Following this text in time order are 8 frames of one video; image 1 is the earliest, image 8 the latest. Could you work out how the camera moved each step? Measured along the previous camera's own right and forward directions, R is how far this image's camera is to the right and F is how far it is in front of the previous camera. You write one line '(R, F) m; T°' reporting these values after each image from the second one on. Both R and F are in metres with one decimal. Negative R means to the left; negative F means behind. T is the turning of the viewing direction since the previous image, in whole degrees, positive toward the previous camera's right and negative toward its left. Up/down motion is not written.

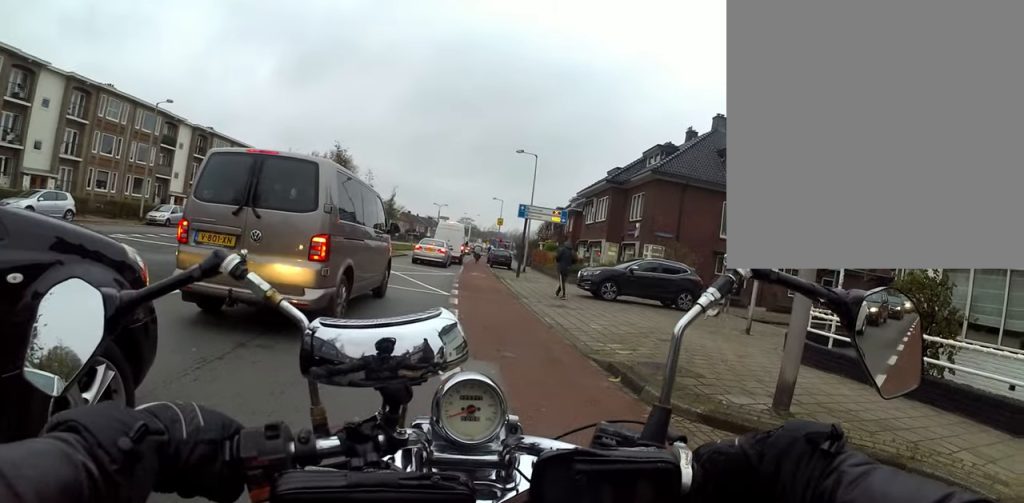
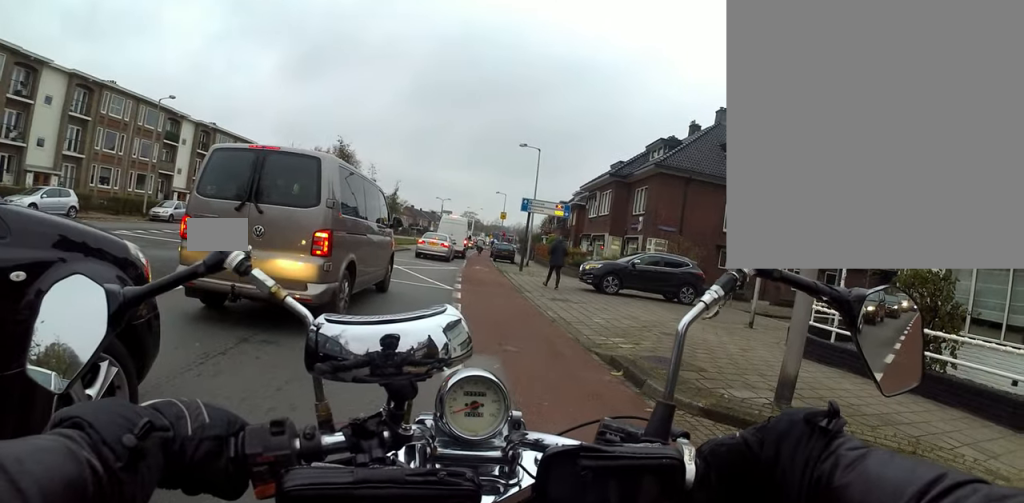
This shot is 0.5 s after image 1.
(0.0, 0.0) m; 0°
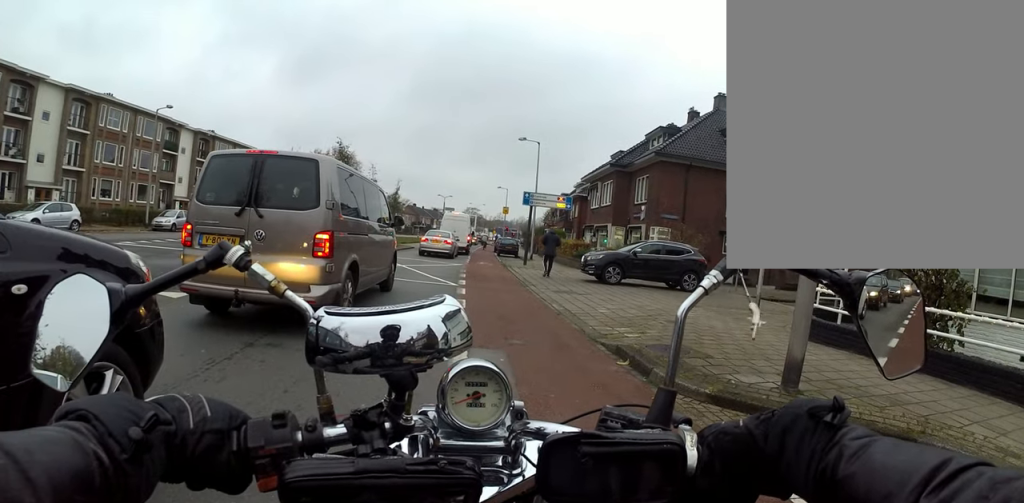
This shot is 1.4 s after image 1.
(0.0, 0.0) m; 0°
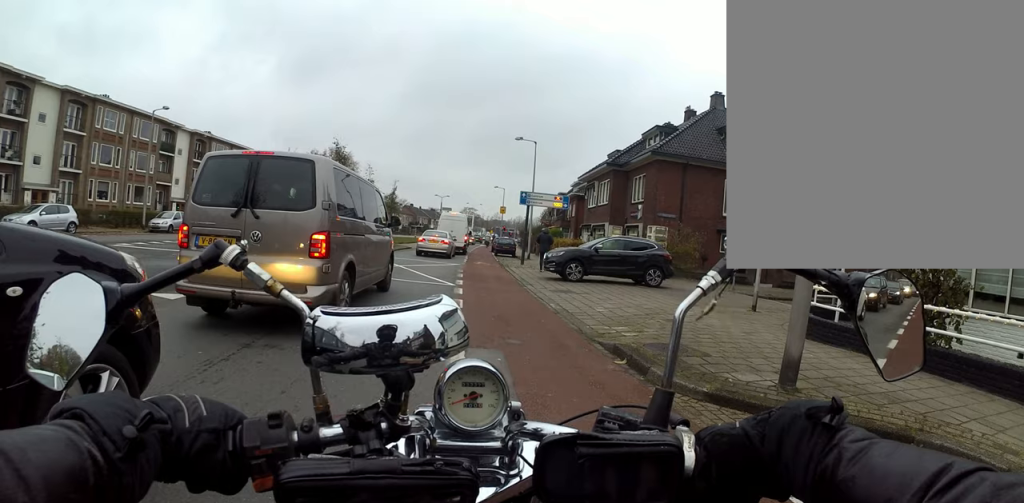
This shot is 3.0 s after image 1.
(0.0, +0.2) m; 0°
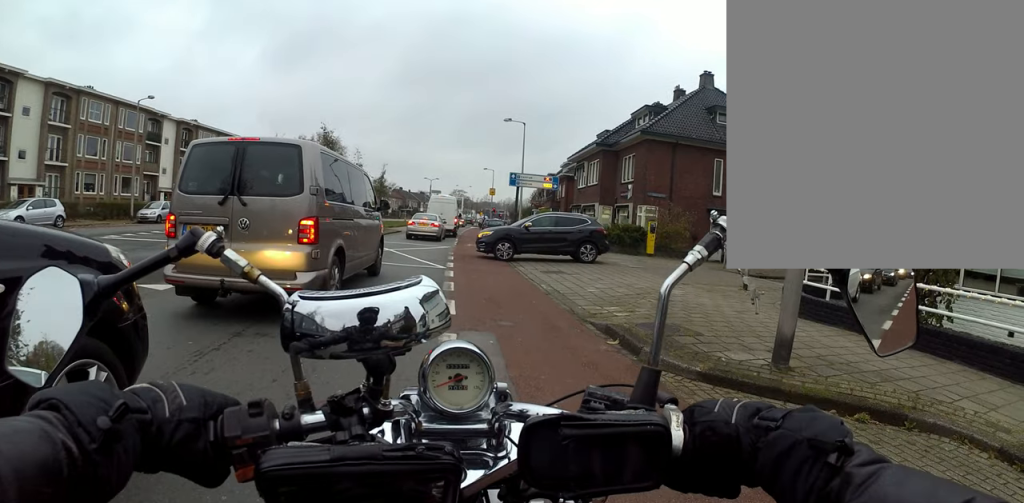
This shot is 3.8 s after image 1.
(0.0, +1.4) m; 0°
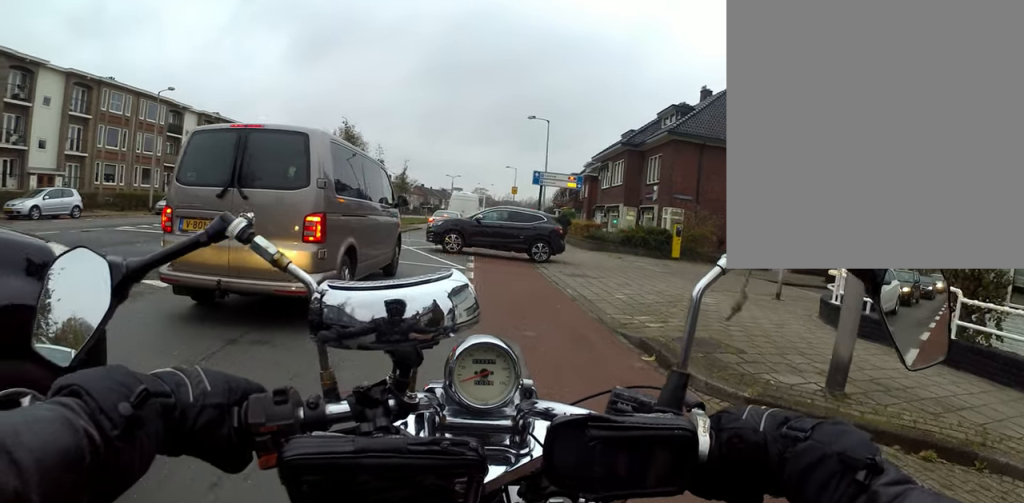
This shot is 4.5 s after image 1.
(0.0, +1.5) m; 0°
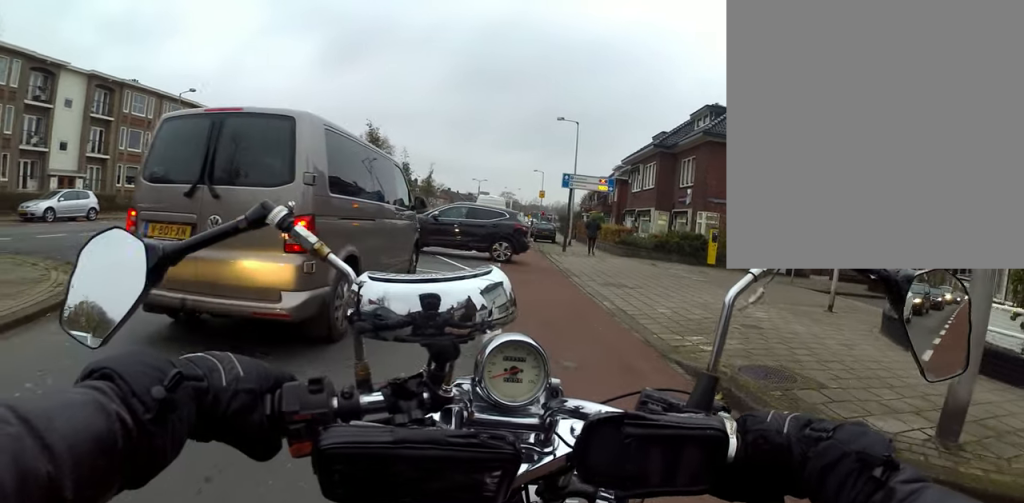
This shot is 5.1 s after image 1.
(0.0, +1.4) m; 0°
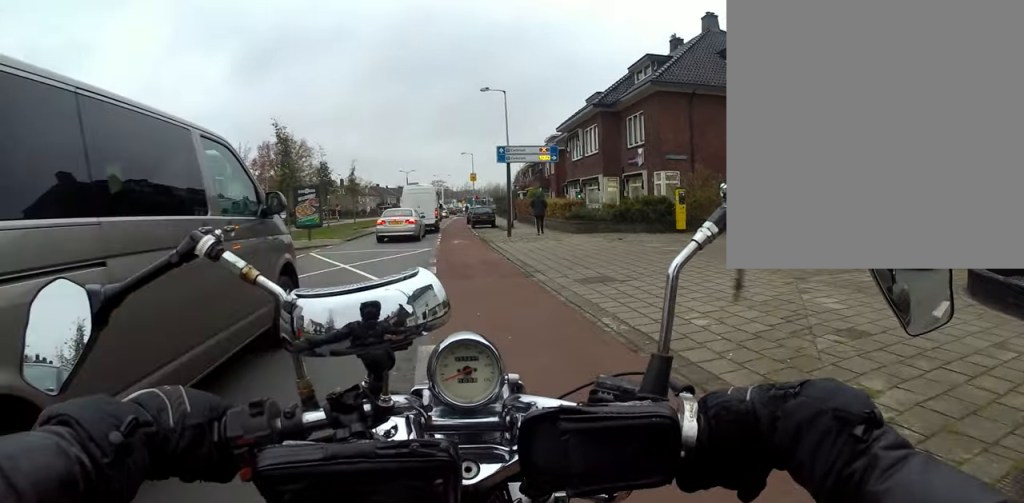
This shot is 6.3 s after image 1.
(-0.1, +3.8) m; -9°
